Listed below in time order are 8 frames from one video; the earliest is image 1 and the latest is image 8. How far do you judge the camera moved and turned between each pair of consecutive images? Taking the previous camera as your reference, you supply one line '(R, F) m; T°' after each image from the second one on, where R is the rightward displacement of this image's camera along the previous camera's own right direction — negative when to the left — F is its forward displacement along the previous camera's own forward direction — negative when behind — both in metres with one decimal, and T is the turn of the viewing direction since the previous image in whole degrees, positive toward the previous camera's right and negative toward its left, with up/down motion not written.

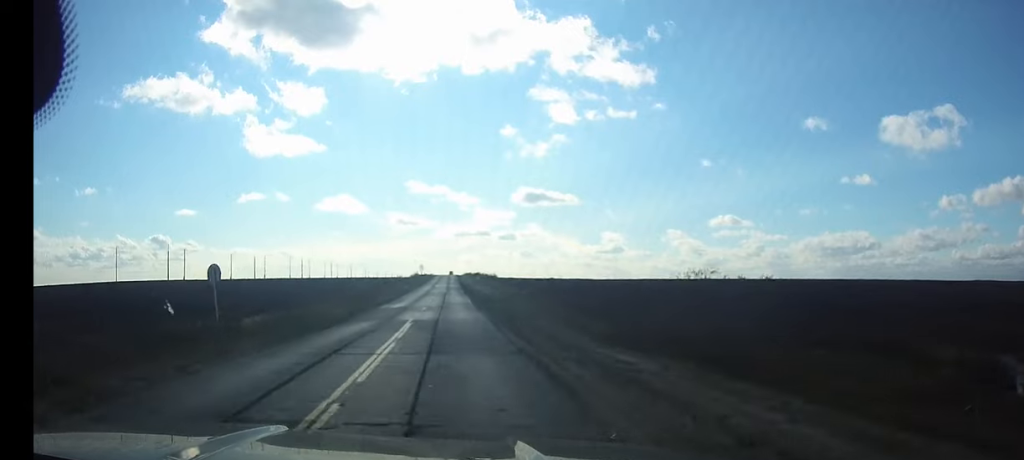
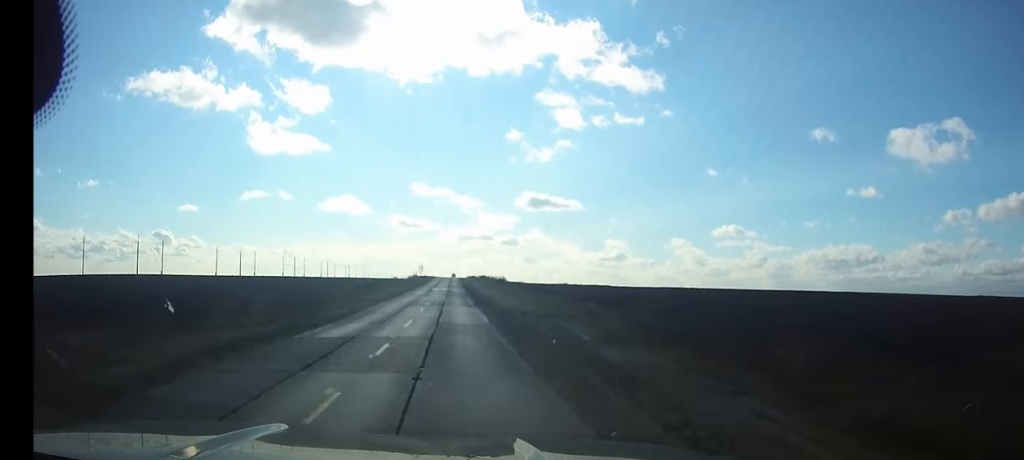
(0.0, +20.0) m; 0°
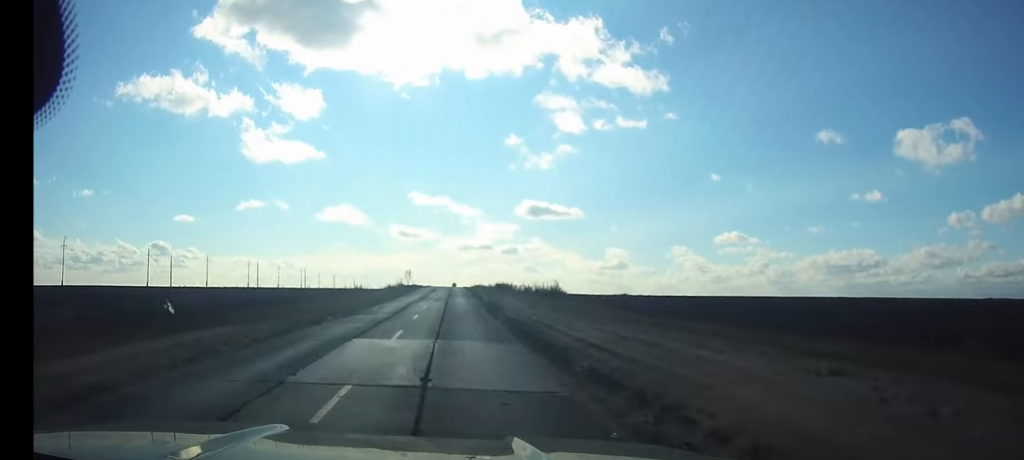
(+0.1, +61.0) m; 0°
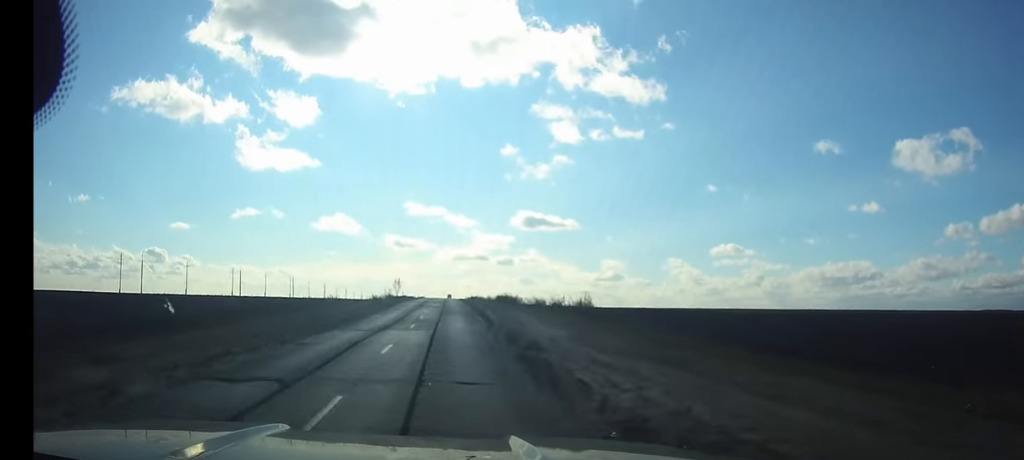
(0.0, +15.9) m; 0°
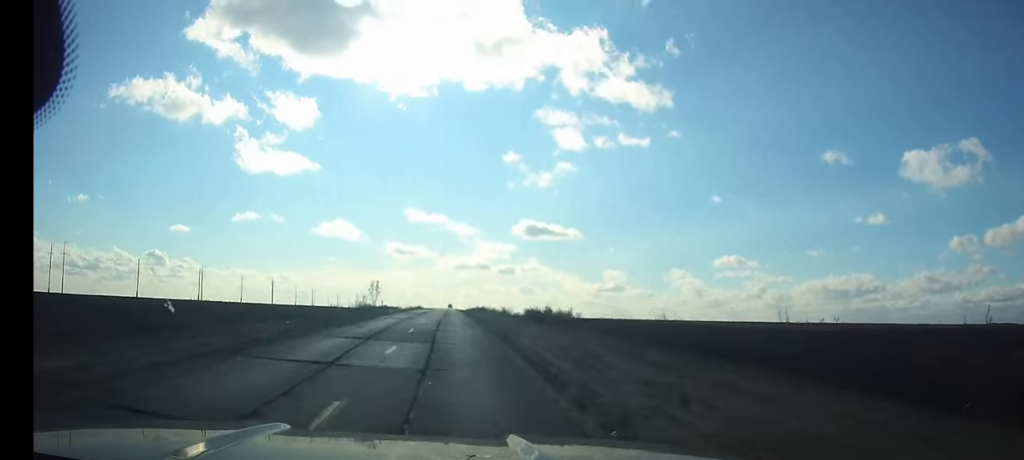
(0.0, +38.6) m; 0°
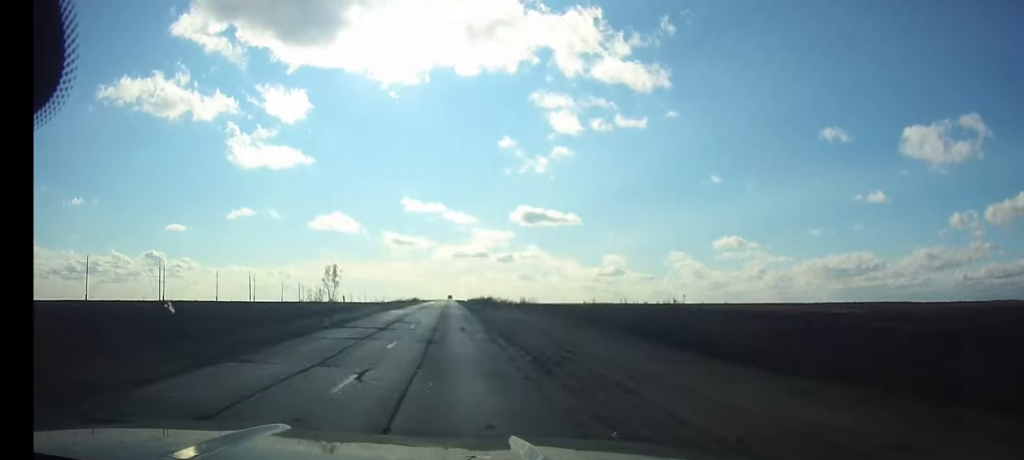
(0.0, +30.6) m; 0°
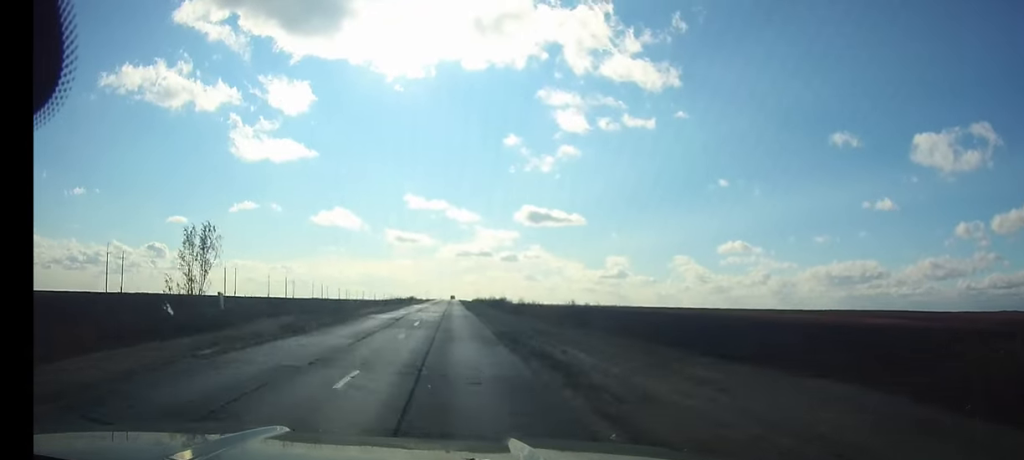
(-0.1, +30.6) m; 0°
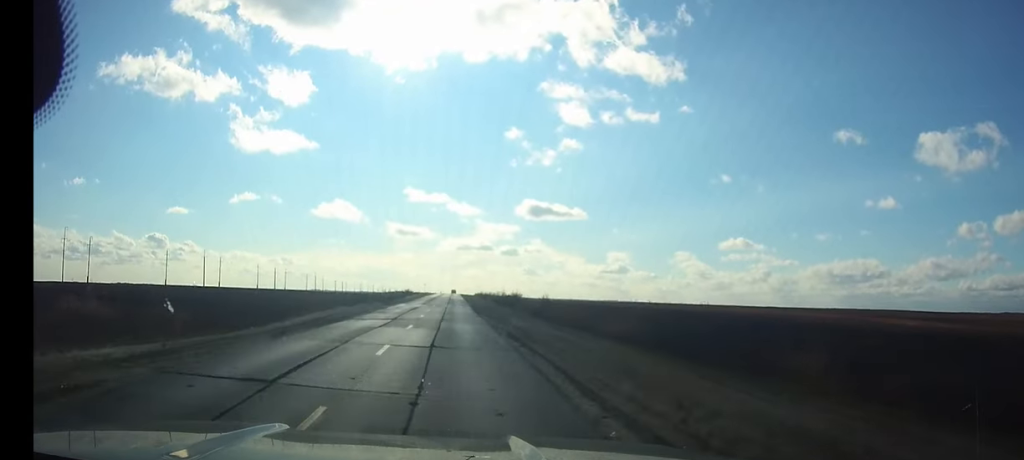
(0.0, +20.3) m; 0°
